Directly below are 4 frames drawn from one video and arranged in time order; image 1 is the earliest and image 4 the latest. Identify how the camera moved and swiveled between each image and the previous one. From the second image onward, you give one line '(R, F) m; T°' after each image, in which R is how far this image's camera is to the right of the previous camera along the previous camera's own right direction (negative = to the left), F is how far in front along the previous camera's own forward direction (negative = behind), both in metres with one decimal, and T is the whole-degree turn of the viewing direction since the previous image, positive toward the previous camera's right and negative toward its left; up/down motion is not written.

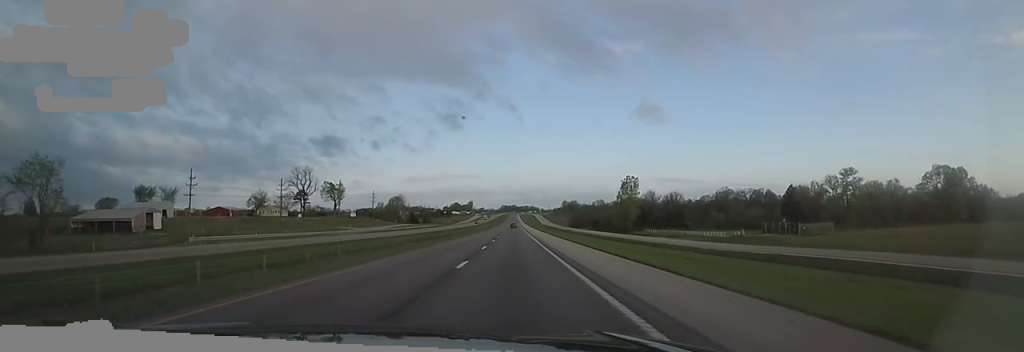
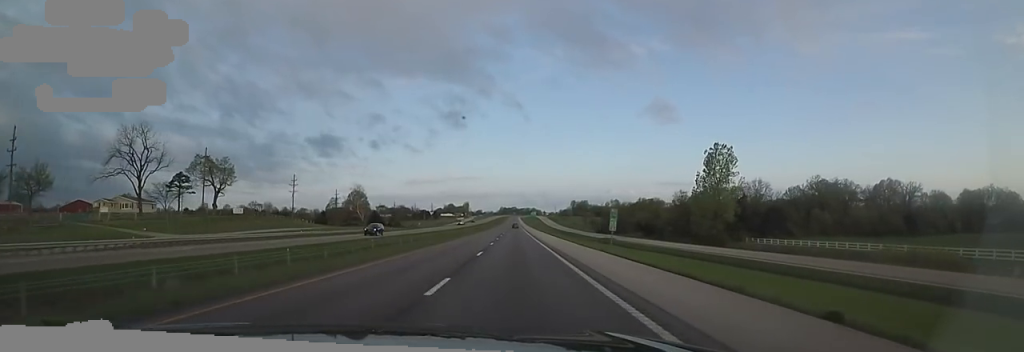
(-1.4, +79.7) m; -1°
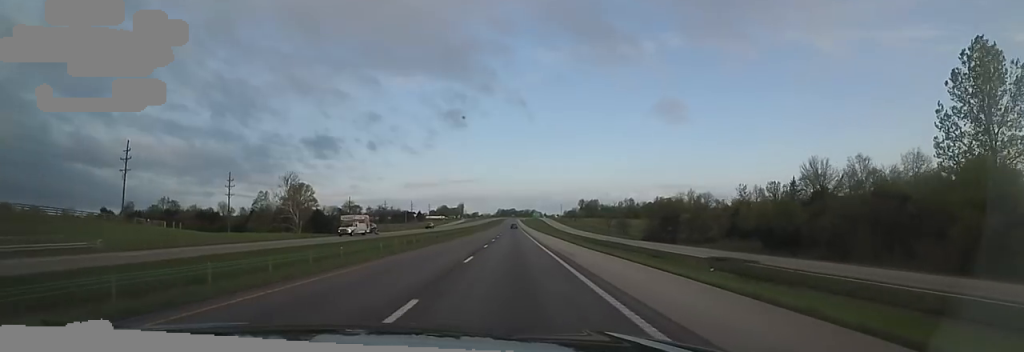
(+0.5, +64.7) m; +1°
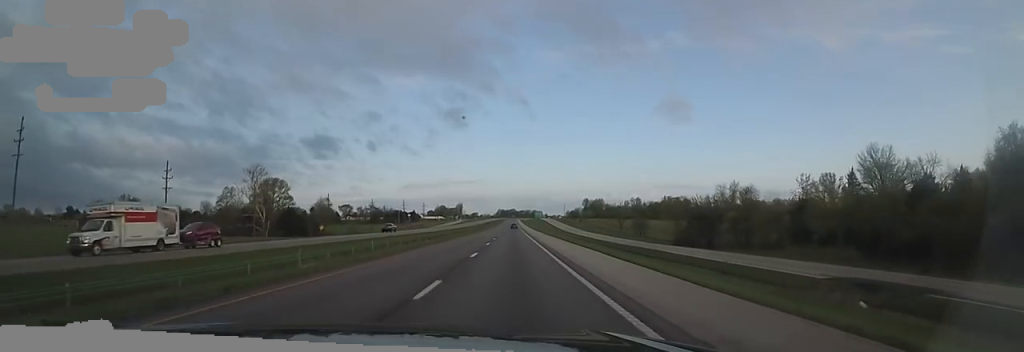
(+0.1, +20.6) m; 0°
